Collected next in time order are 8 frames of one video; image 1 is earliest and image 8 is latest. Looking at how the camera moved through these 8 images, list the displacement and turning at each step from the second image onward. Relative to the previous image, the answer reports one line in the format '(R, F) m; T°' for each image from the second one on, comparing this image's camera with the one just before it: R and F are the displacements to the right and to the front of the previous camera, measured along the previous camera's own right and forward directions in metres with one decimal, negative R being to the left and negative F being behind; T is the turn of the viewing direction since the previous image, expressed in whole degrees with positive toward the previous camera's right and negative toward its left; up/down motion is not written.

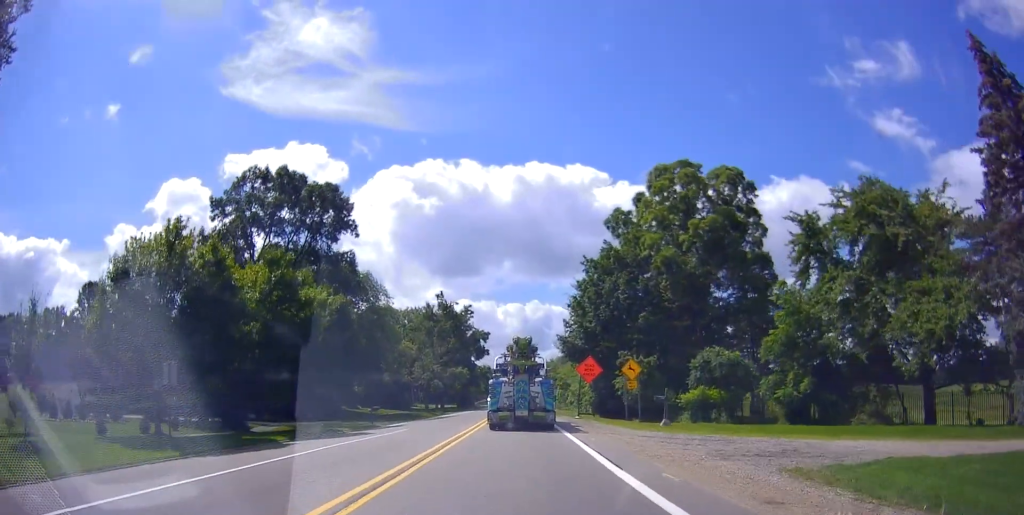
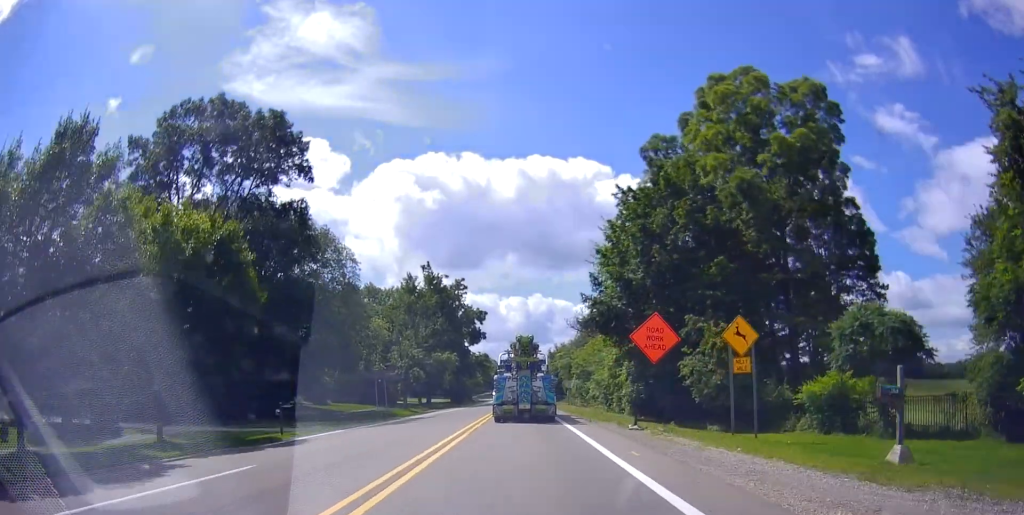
(-0.1, +15.1) m; -4°
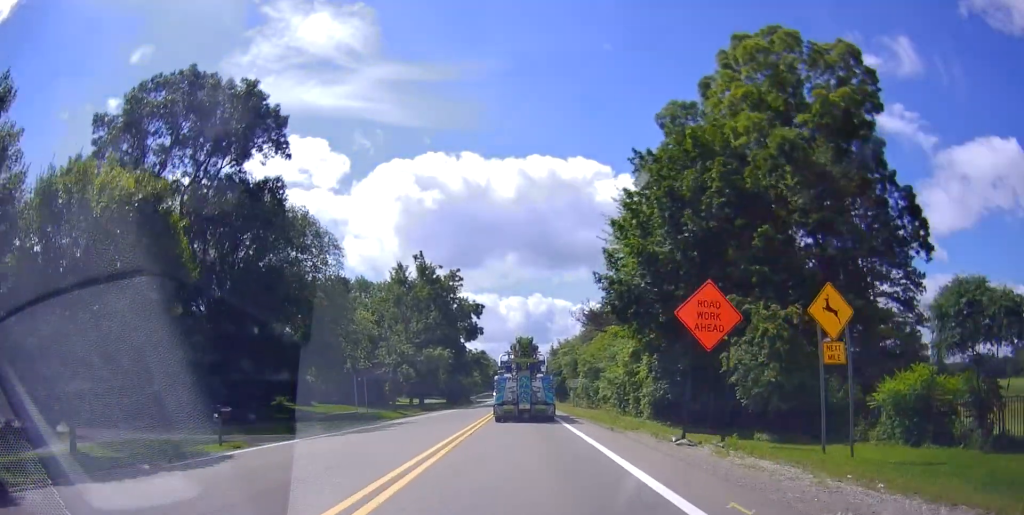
(-0.1, +4.9) m; -1°
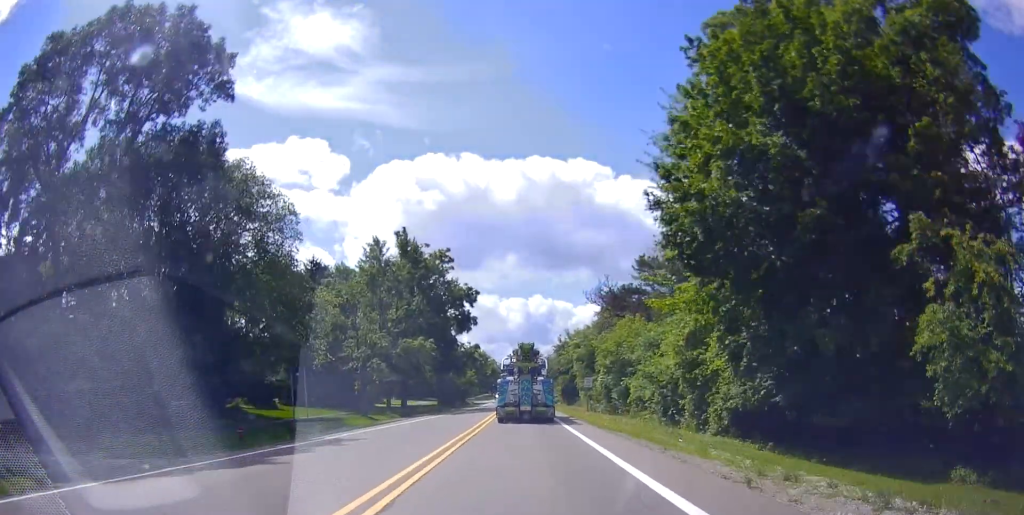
(-0.3, +9.8) m; +1°
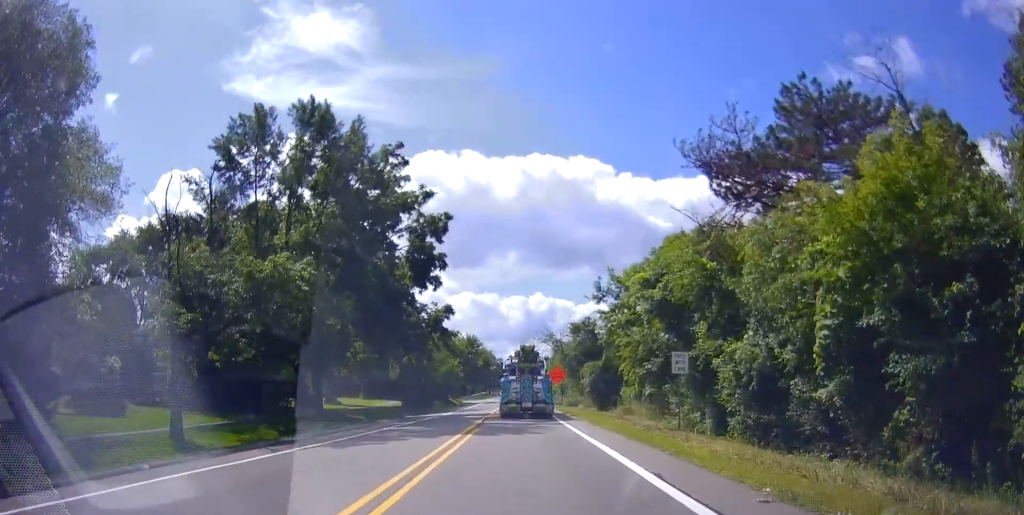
(+1.3, +23.5) m; +3°
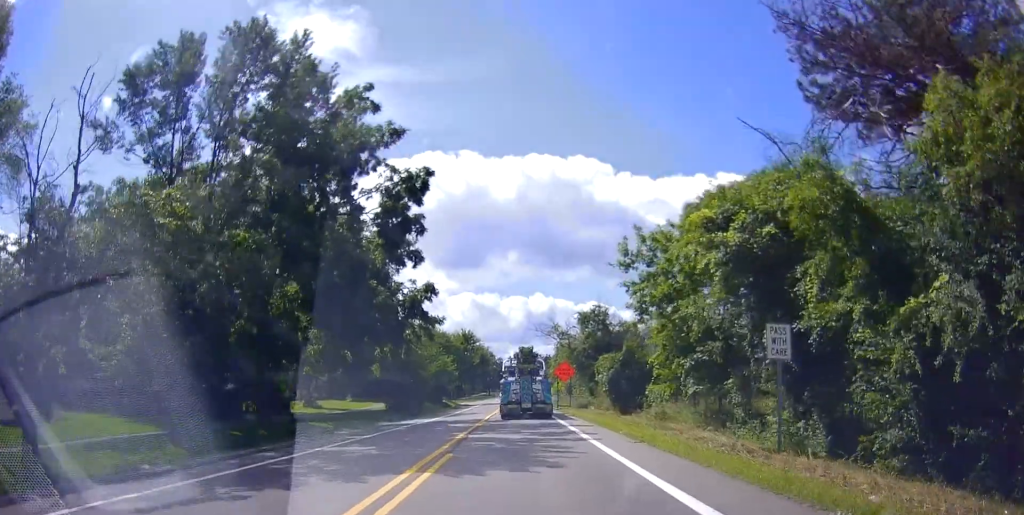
(0.0, +7.0) m; 0°
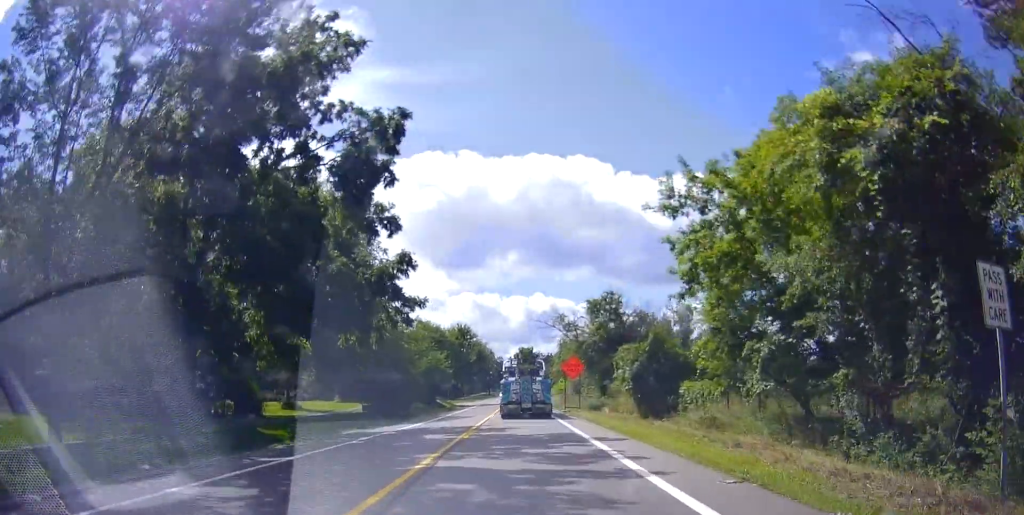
(0.0, +6.0) m; 0°
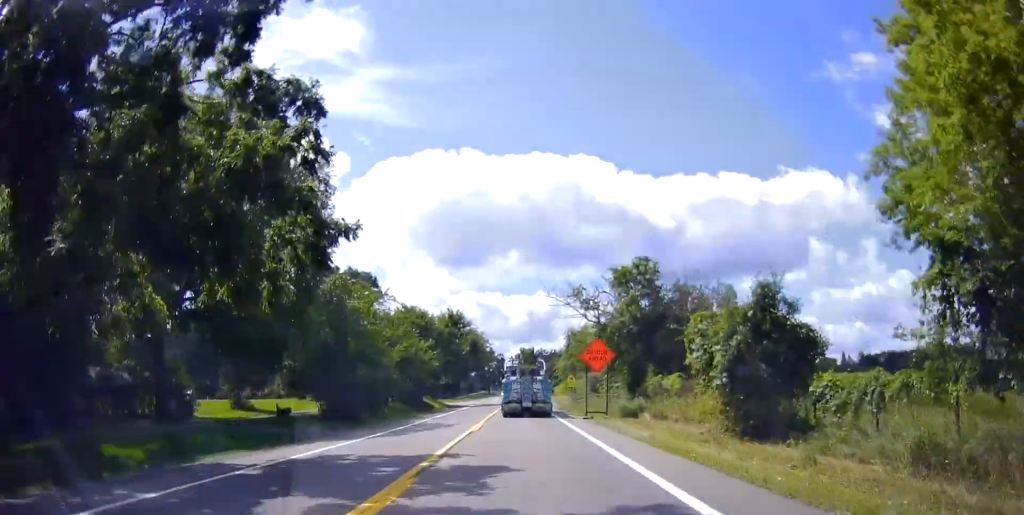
(0.0, +10.7) m; 0°
